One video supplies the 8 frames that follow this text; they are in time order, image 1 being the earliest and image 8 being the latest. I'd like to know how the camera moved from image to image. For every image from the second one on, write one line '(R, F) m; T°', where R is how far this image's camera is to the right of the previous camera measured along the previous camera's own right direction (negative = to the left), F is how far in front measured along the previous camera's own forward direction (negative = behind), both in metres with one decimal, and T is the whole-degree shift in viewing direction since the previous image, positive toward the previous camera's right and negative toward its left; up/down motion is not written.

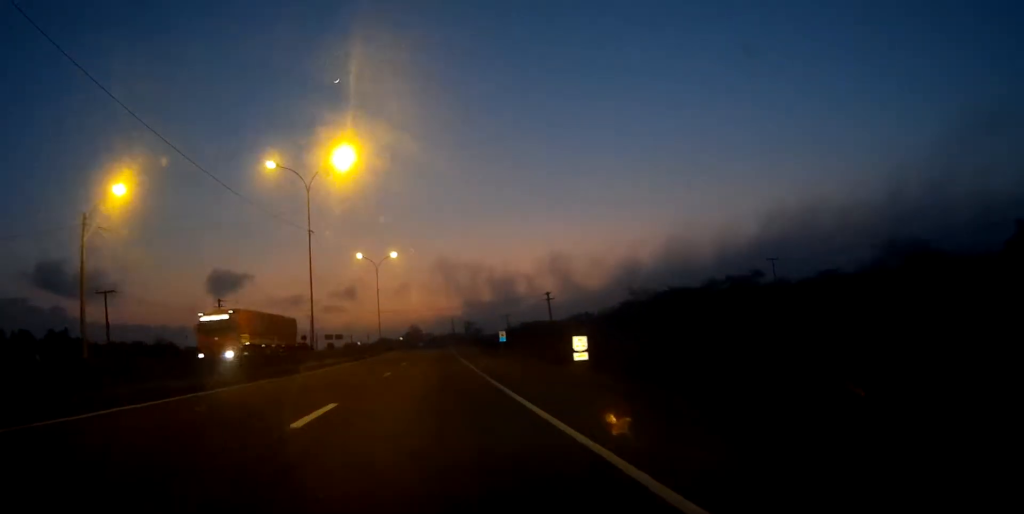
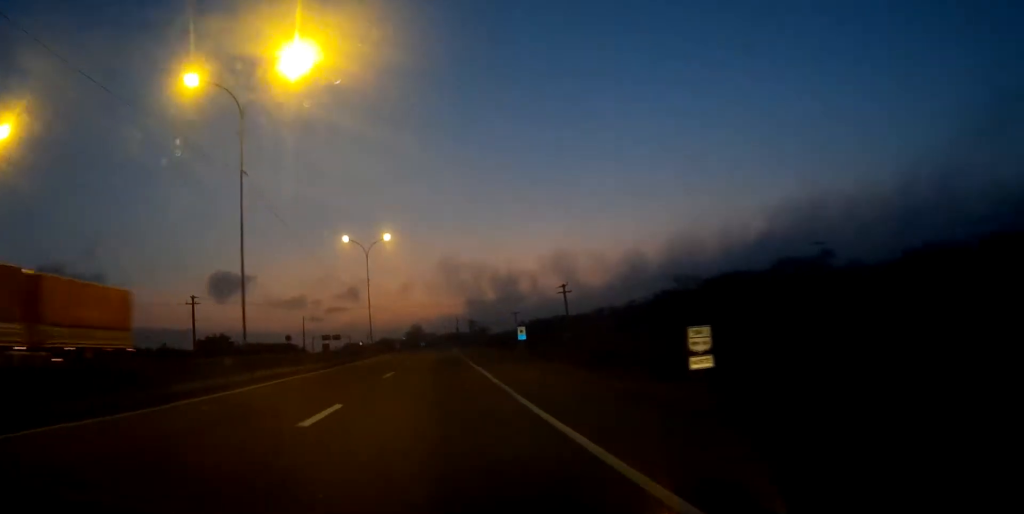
(-0.1, +15.1) m; 0°
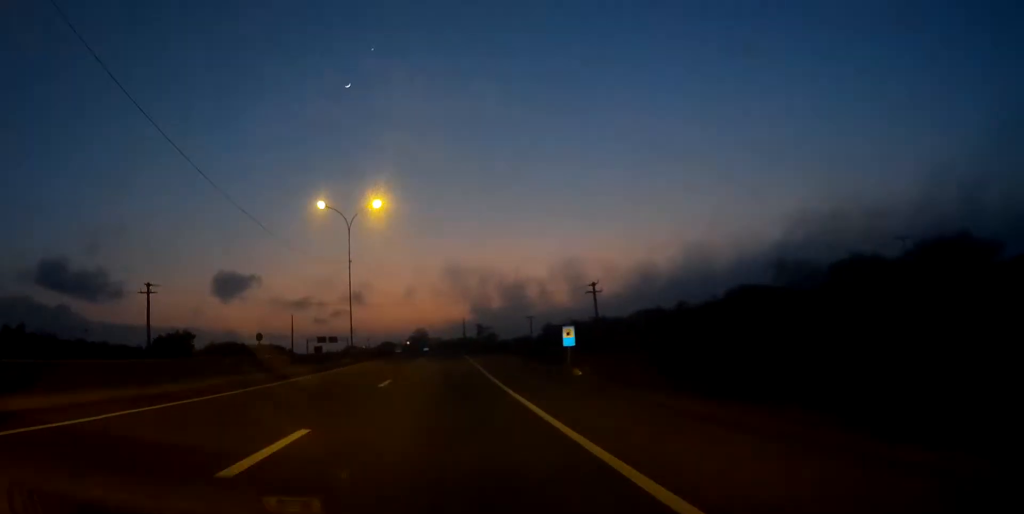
(+0.1, +19.9) m; 0°
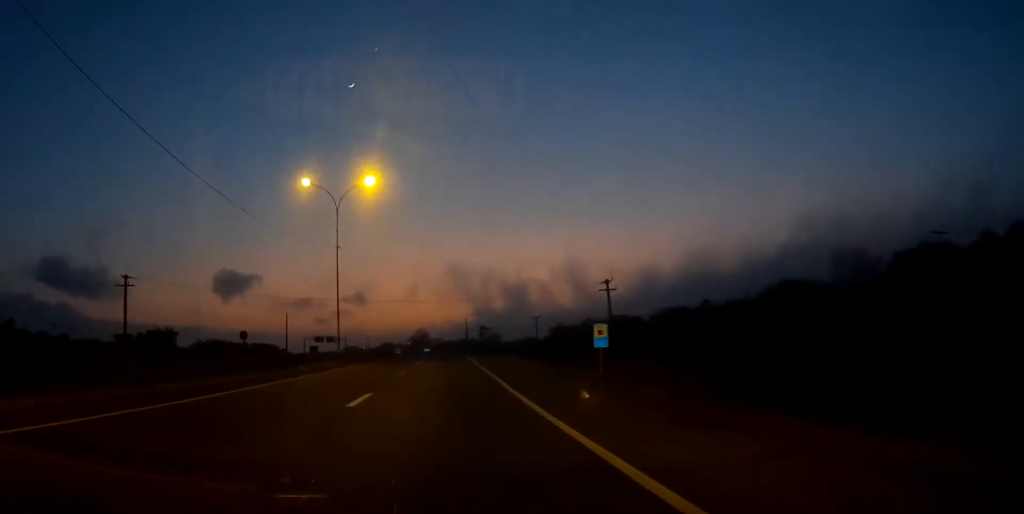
(0.0, +7.6) m; 0°
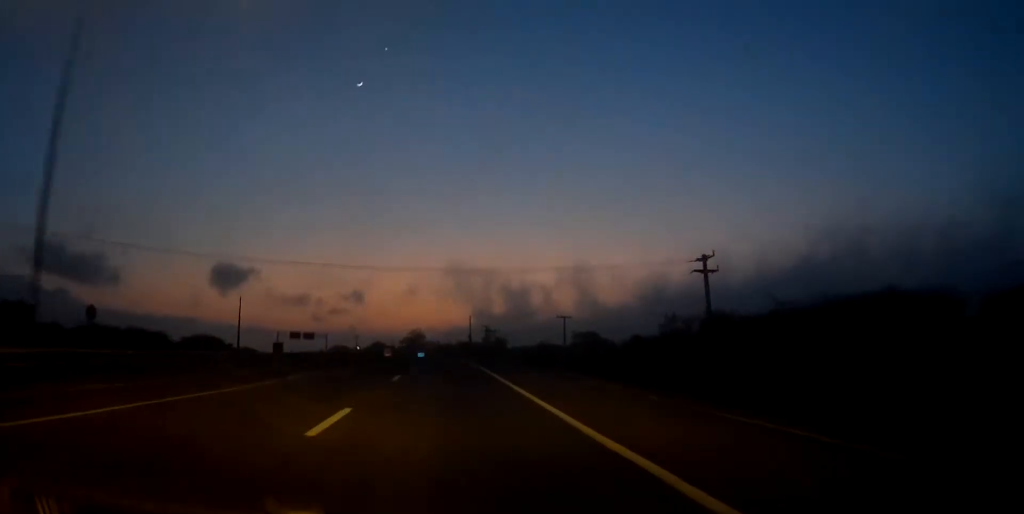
(-0.3, +36.4) m; 0°
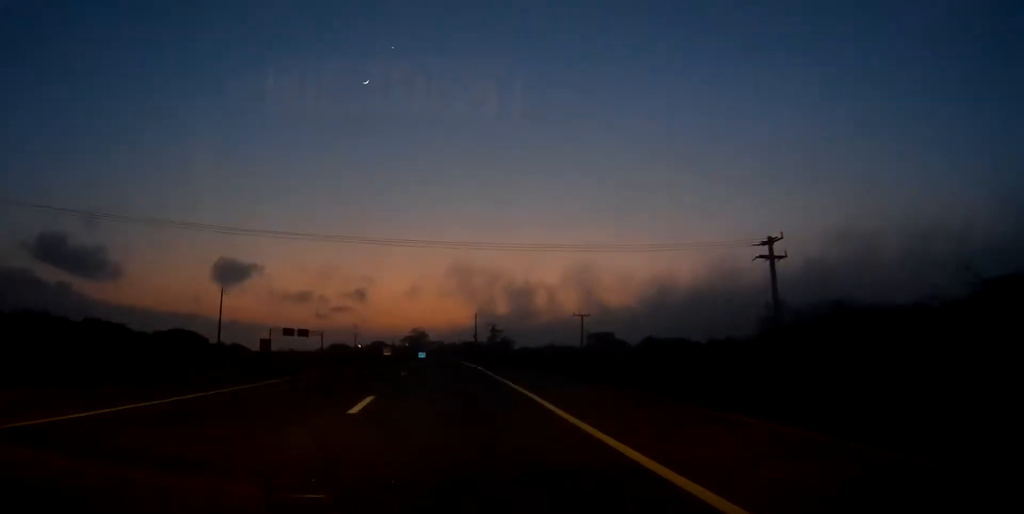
(0.0, +12.4) m; 0°
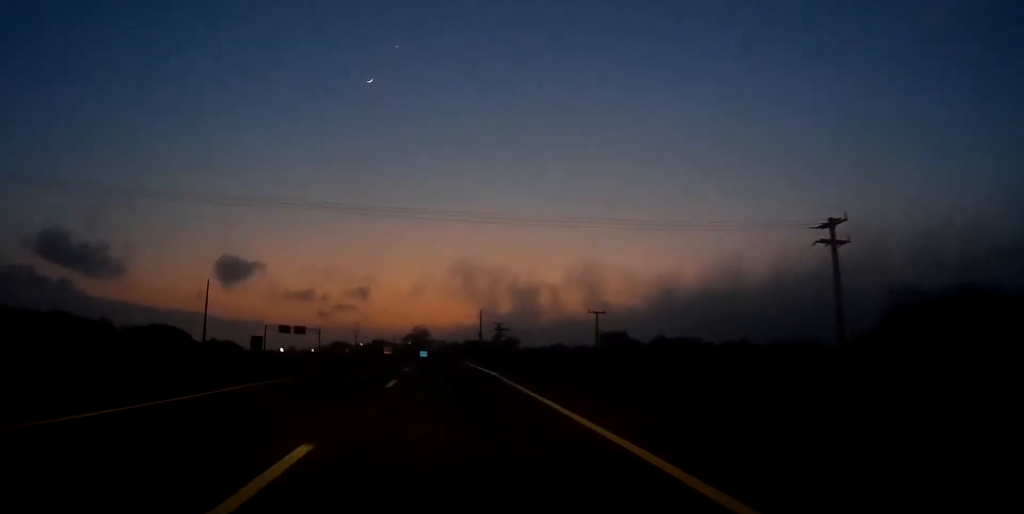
(0.0, +8.3) m; 0°
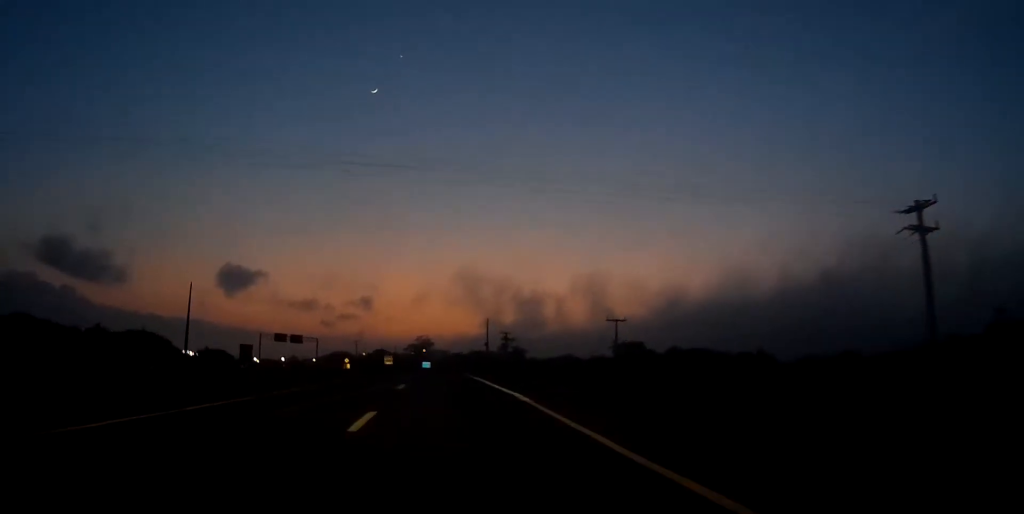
(0.0, +9.0) m; 0°
